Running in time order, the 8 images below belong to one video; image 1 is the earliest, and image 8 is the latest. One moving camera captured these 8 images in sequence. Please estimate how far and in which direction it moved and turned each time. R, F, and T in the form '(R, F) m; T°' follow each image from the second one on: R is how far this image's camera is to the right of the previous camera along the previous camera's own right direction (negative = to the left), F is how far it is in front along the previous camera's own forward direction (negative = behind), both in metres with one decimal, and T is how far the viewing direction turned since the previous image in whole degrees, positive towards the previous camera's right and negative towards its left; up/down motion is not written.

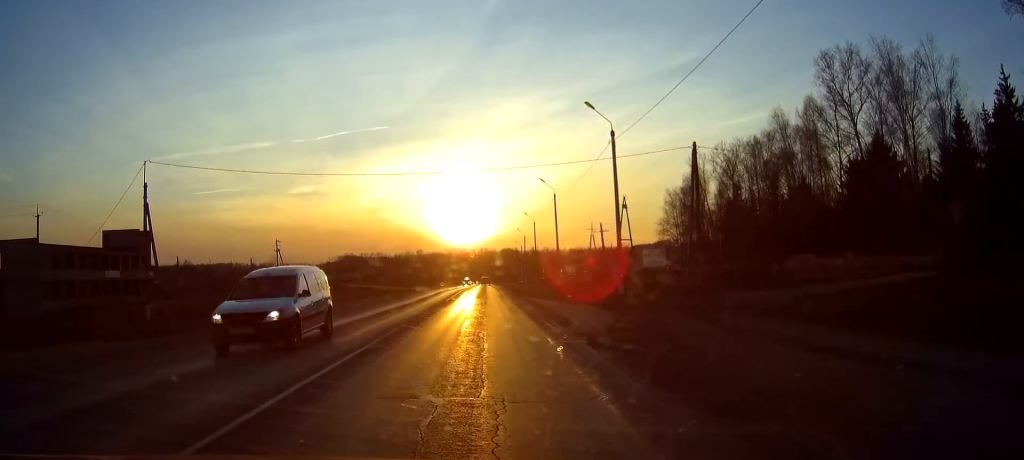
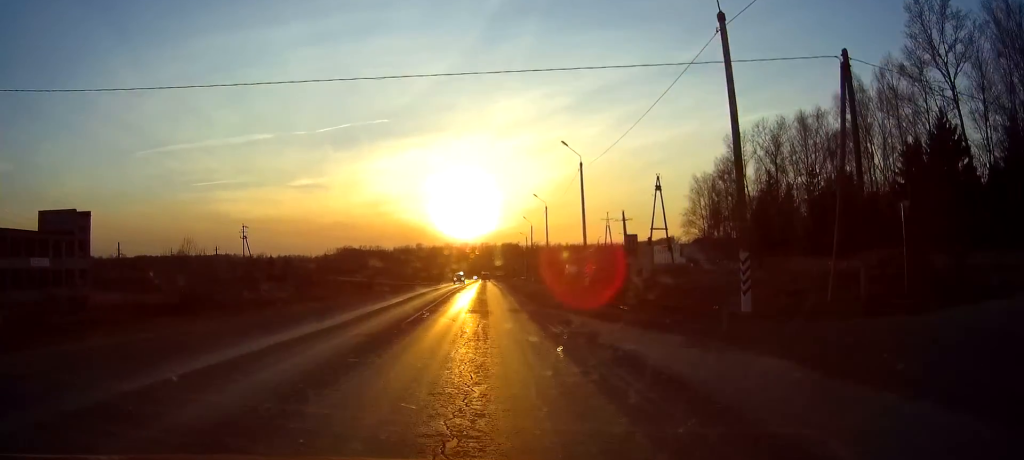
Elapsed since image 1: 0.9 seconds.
(0.0, +18.4) m; 0°
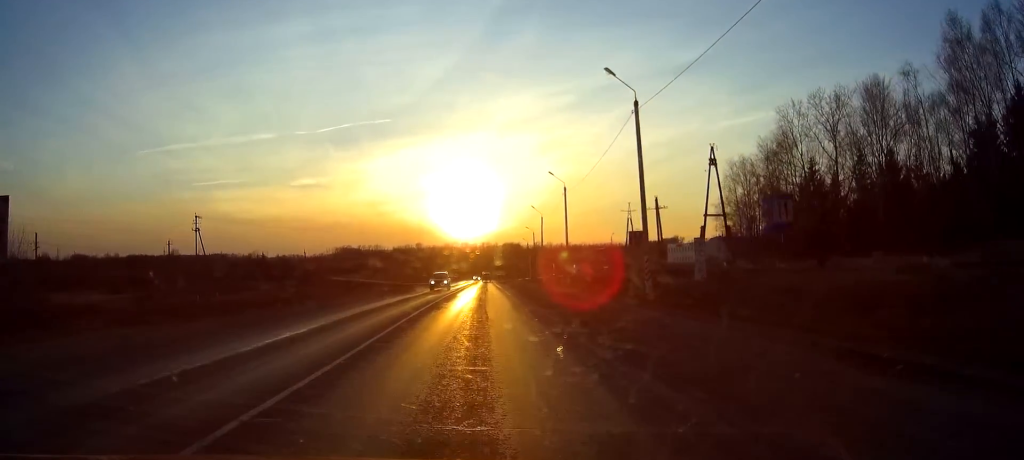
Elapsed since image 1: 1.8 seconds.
(0.0, +19.0) m; 0°
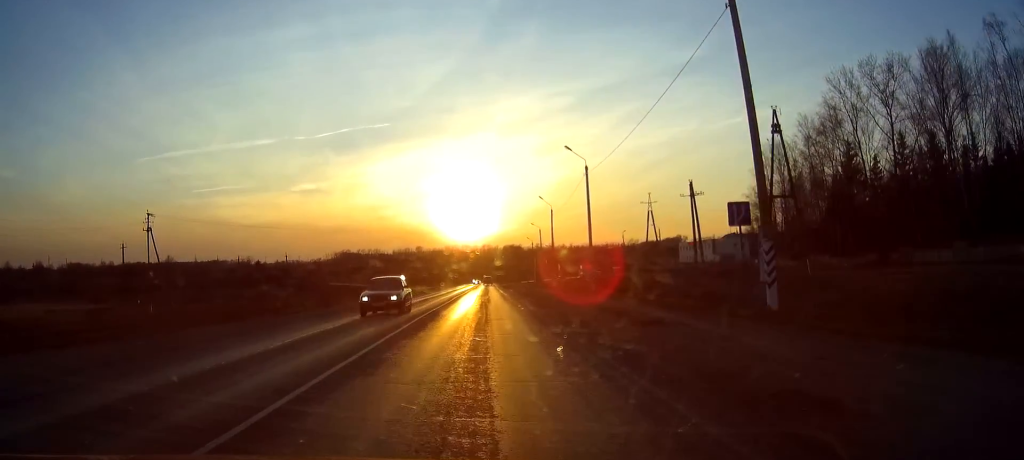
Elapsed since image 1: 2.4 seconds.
(0.0, +14.0) m; 0°
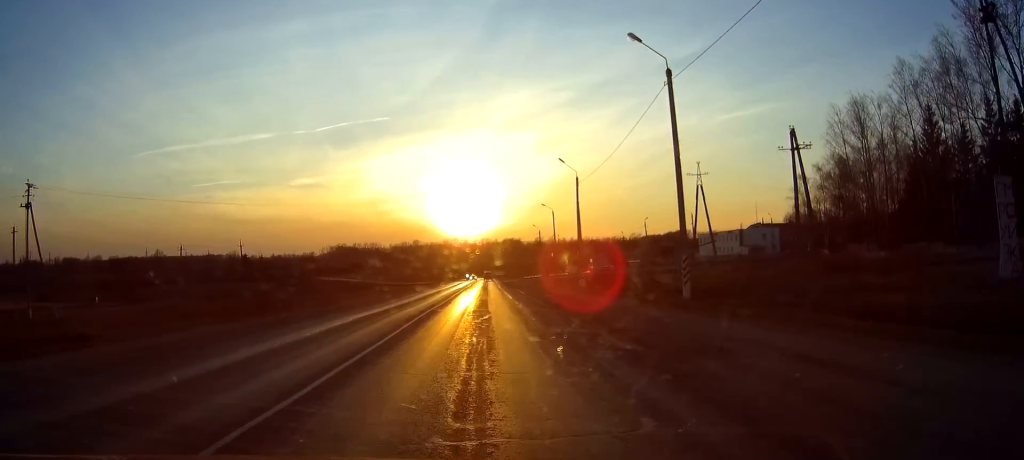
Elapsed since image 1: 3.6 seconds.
(-0.1, +23.7) m; 0°
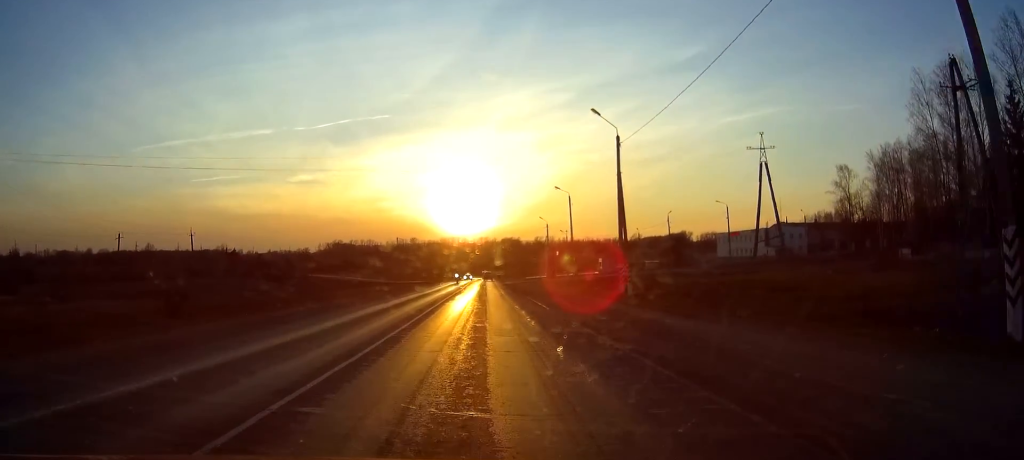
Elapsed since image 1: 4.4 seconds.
(0.0, +18.1) m; 0°
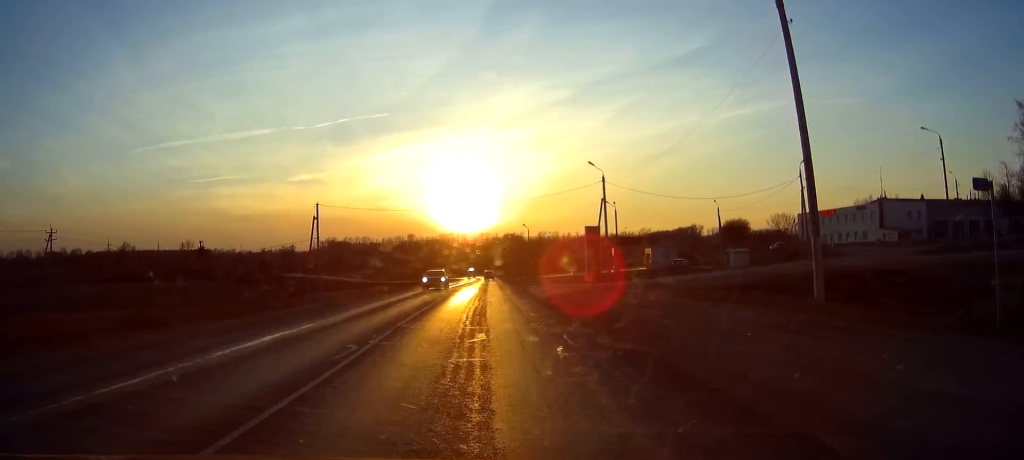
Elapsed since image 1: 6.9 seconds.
(+0.2, +52.3) m; 0°
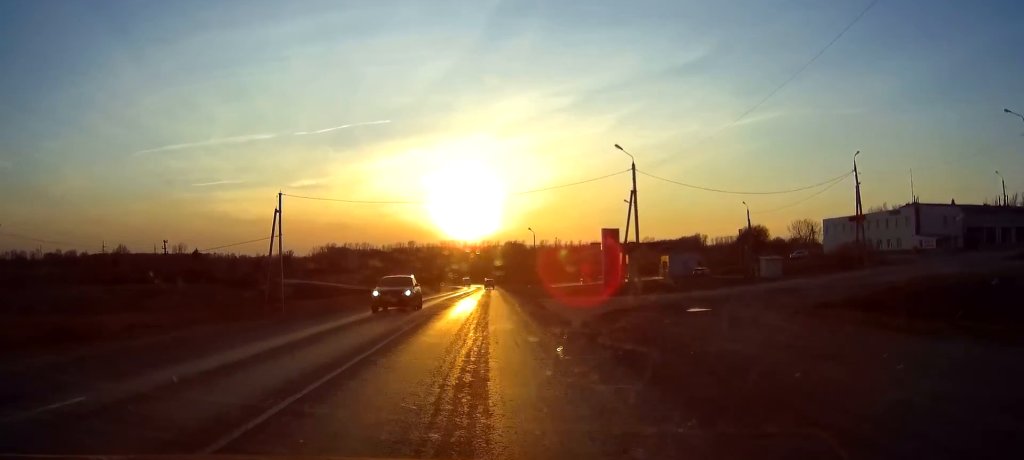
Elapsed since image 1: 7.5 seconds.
(0.0, +11.1) m; 0°
